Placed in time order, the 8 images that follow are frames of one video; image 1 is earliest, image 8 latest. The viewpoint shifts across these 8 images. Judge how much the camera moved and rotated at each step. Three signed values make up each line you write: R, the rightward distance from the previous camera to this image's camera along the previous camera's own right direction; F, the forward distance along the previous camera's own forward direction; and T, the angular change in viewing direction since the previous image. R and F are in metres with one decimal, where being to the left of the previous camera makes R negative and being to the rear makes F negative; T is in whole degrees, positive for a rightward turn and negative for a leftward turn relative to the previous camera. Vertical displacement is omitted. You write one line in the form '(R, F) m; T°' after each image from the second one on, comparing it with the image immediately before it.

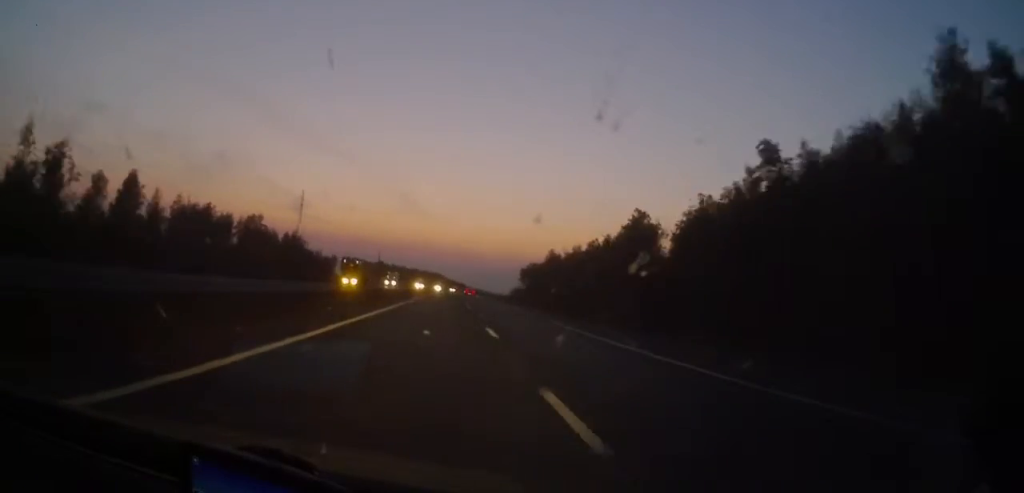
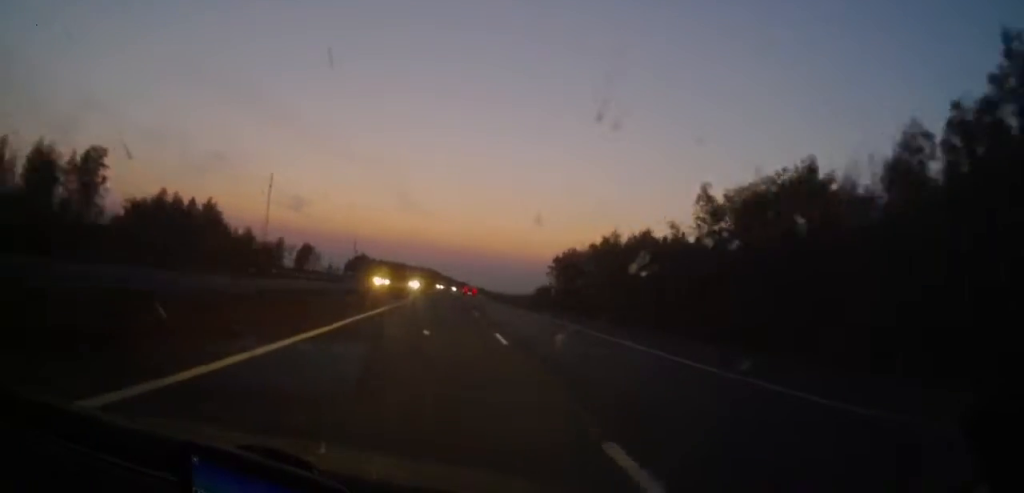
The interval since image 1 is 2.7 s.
(+2.0, +75.0) m; -1°
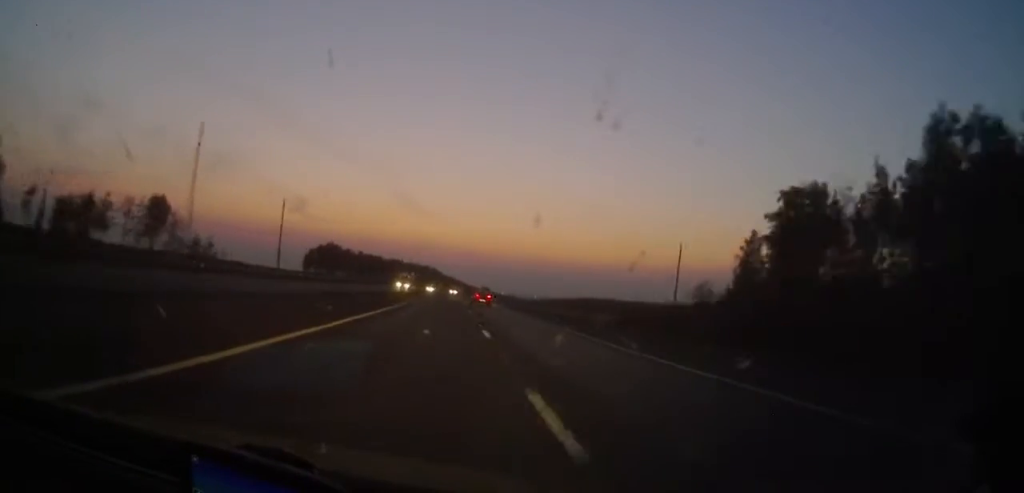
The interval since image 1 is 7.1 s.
(-4.7, +139.1) m; -1°
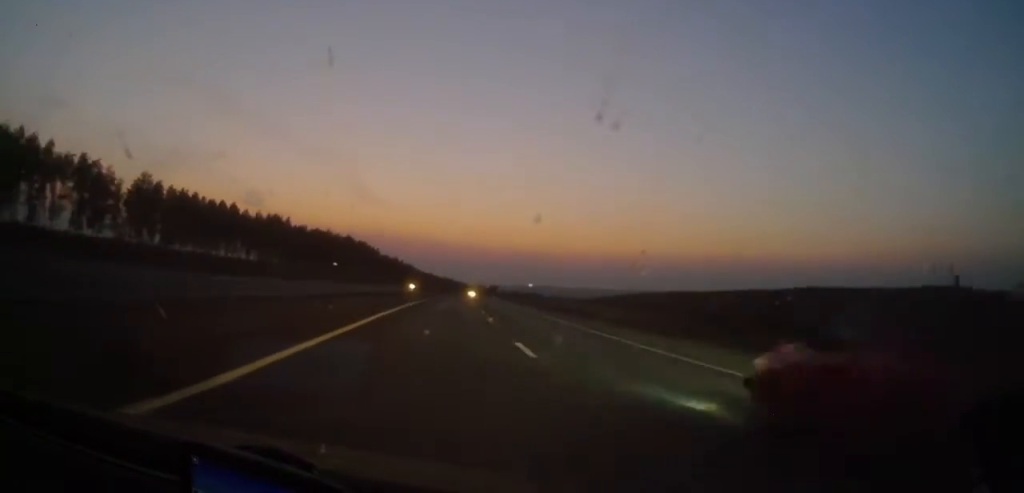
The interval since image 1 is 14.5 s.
(+9.9, +212.4) m; +6°
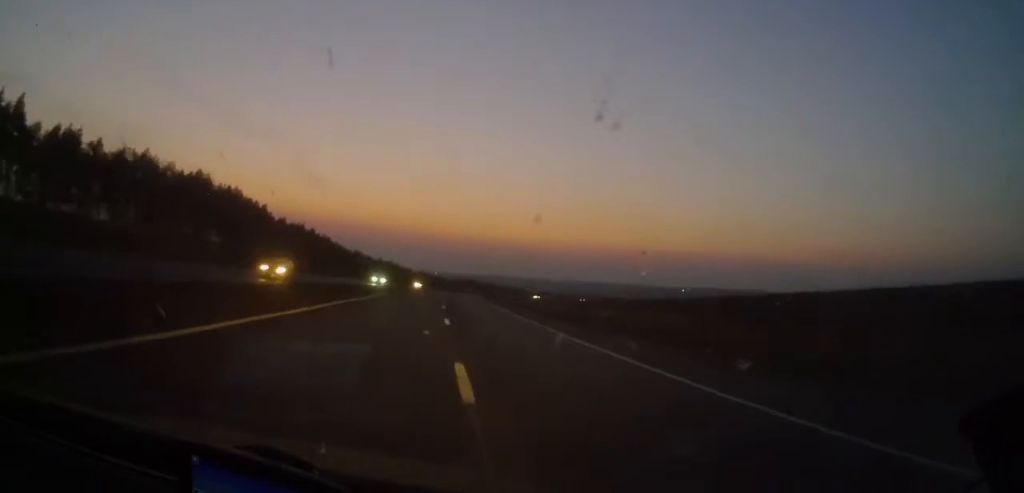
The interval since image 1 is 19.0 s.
(+3.9, +125.8) m; +4°
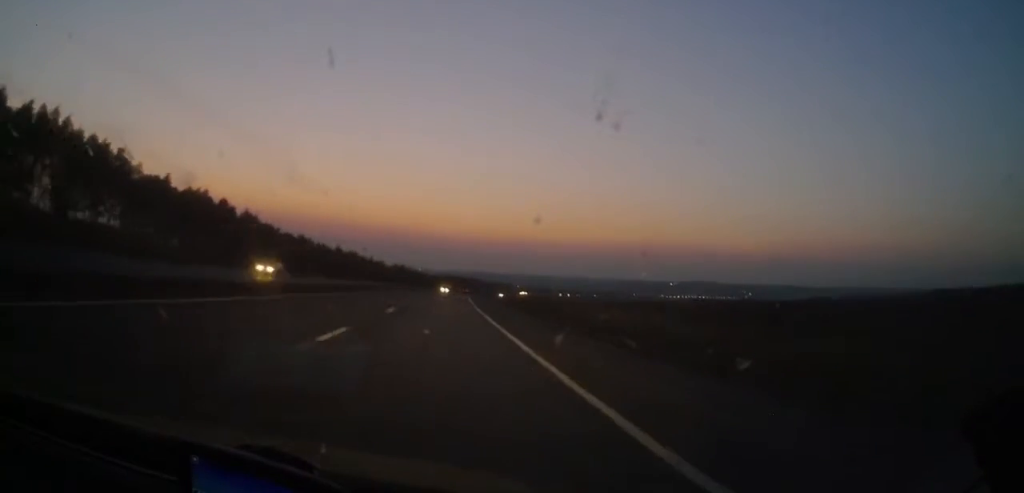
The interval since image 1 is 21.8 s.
(+2.8, +78.3) m; +2°
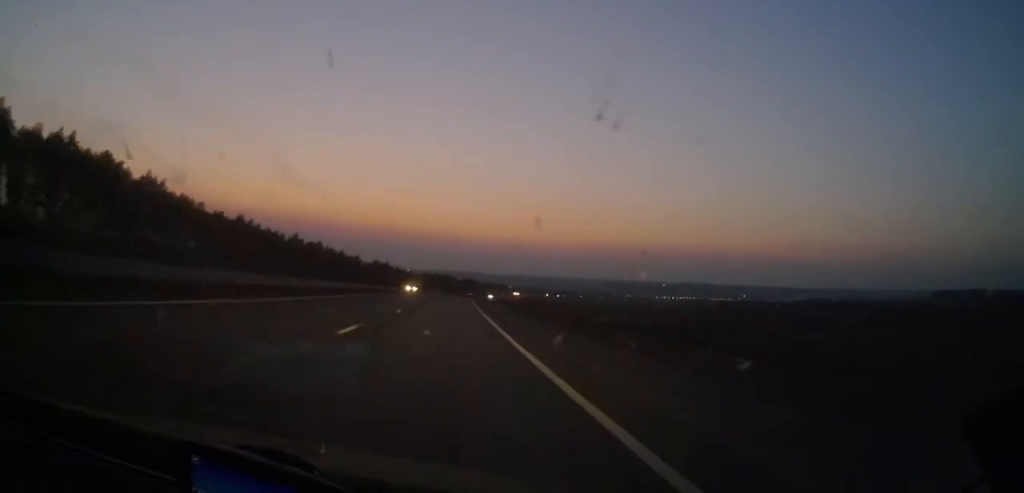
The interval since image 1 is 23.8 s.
(+0.6, +52.3) m; +1°
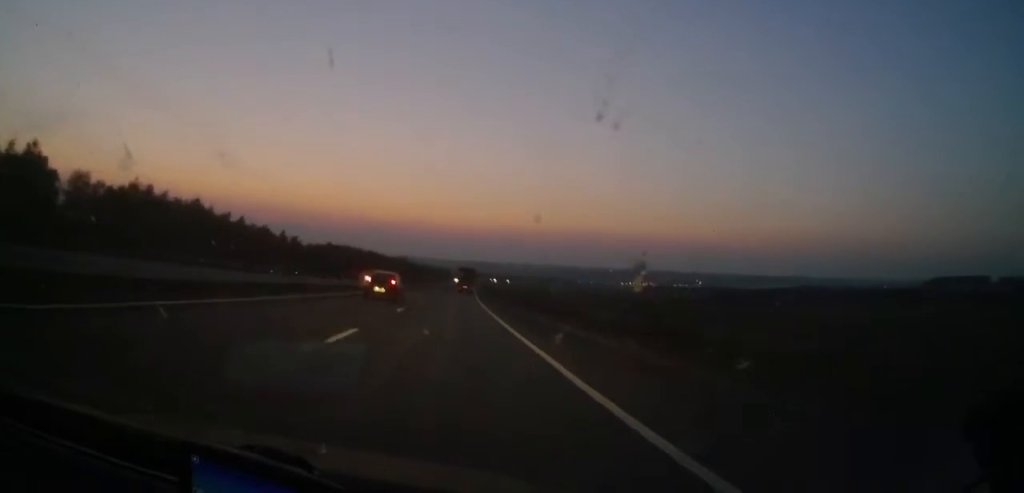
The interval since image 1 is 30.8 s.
(+5.1, +175.5) m; +4°
